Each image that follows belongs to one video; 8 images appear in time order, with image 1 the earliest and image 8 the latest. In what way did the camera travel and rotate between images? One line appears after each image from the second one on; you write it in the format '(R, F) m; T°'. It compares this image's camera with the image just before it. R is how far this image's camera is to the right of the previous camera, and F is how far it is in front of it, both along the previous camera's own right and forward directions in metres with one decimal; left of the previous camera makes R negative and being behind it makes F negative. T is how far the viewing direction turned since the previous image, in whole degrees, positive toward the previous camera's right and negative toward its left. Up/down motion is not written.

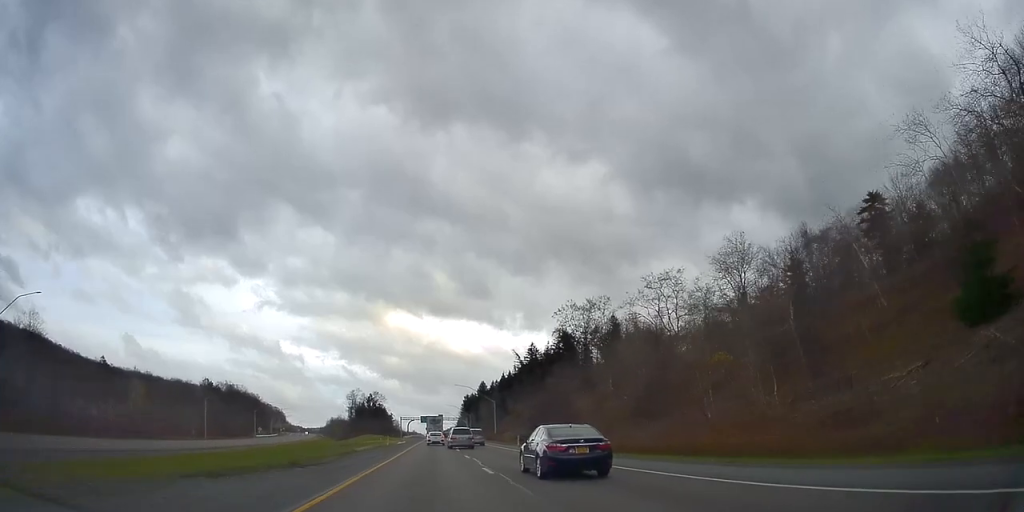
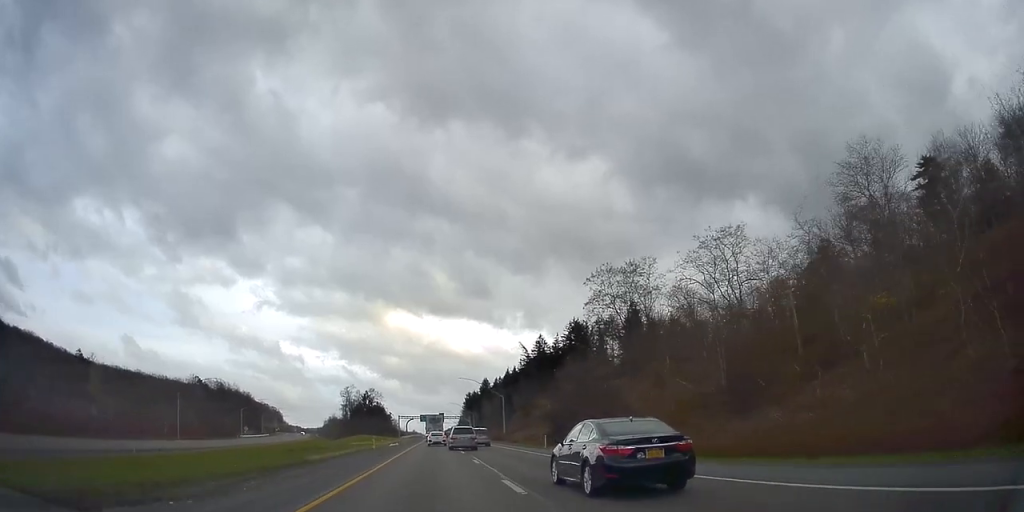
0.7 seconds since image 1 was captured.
(+0.1, +19.1) m; 0°
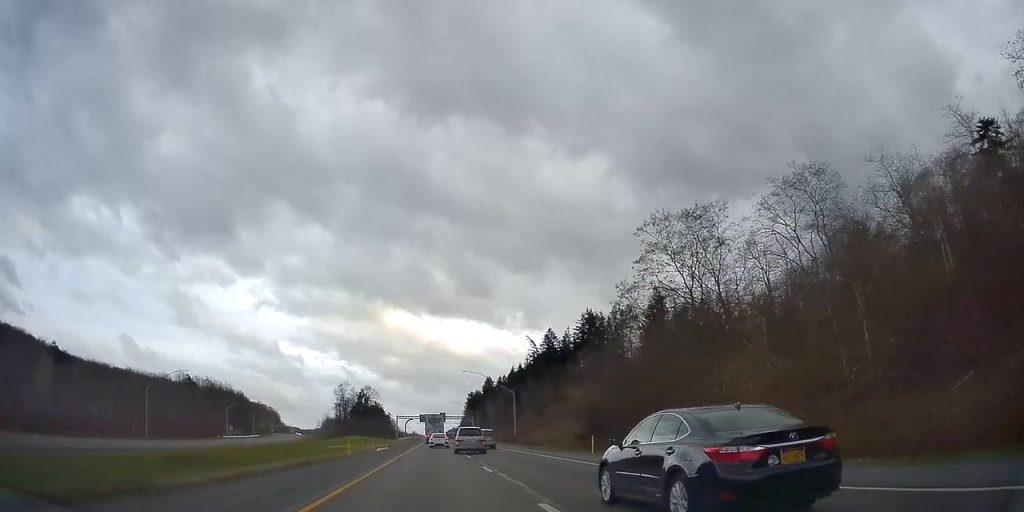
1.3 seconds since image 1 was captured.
(-0.1, +18.3) m; 0°
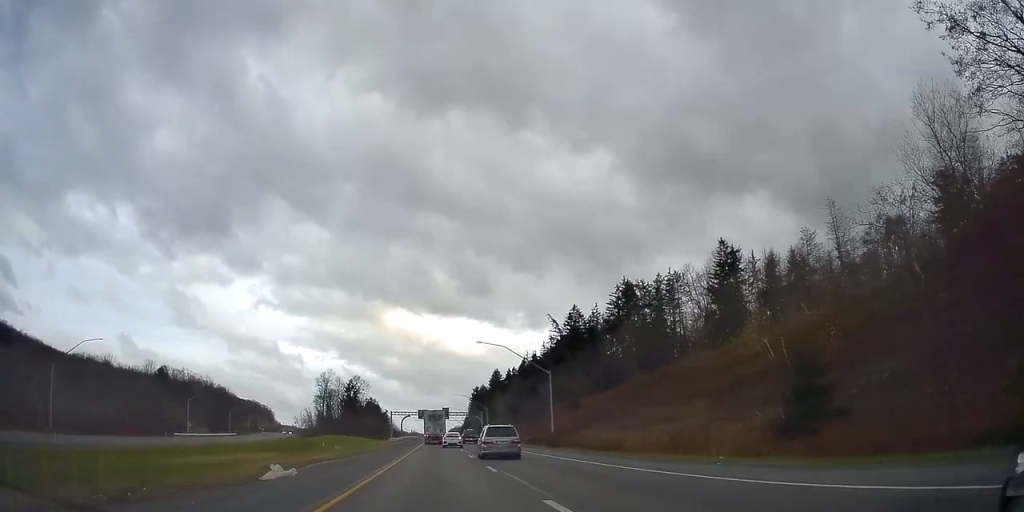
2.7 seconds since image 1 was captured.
(-0.1, +38.0) m; +1°
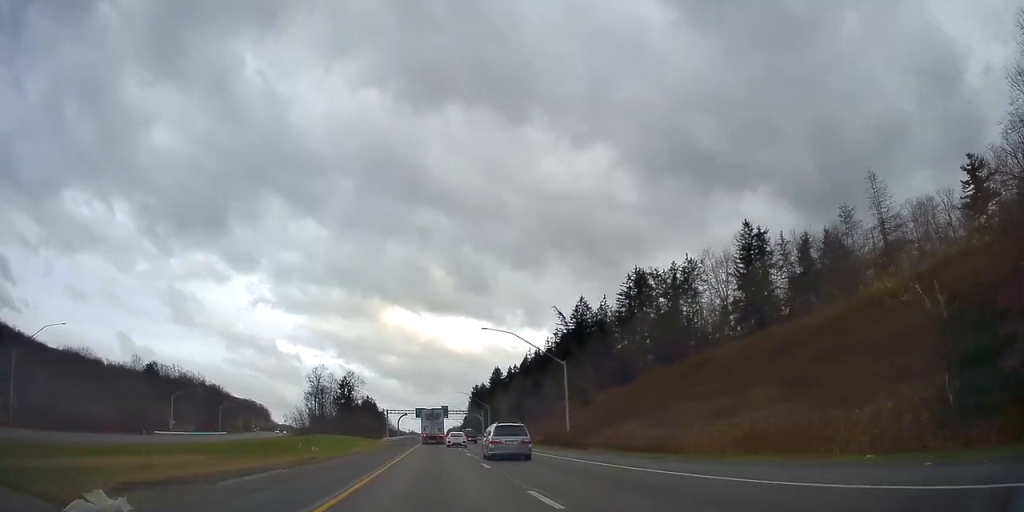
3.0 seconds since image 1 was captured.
(+0.1, +10.7) m; 0°
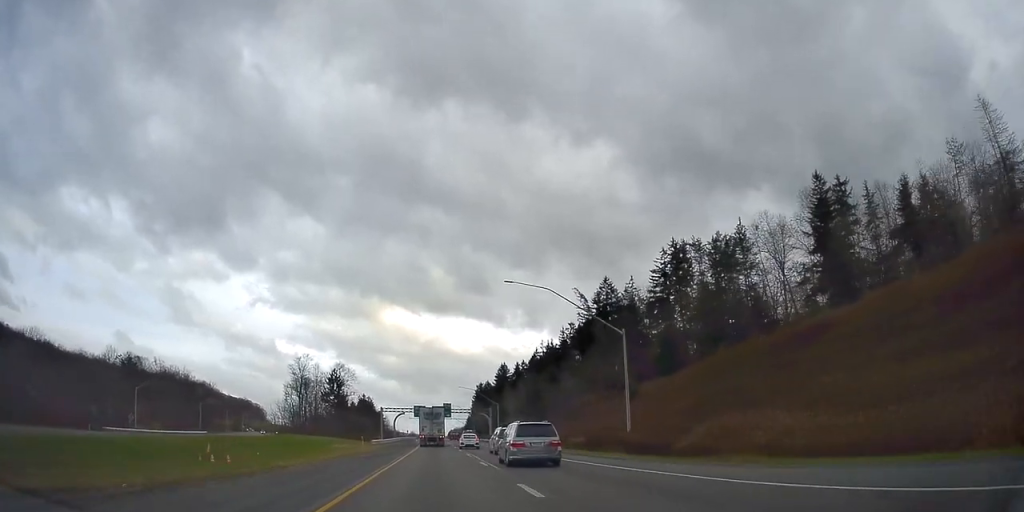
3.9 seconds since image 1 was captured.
(+0.2, +23.0) m; 0°
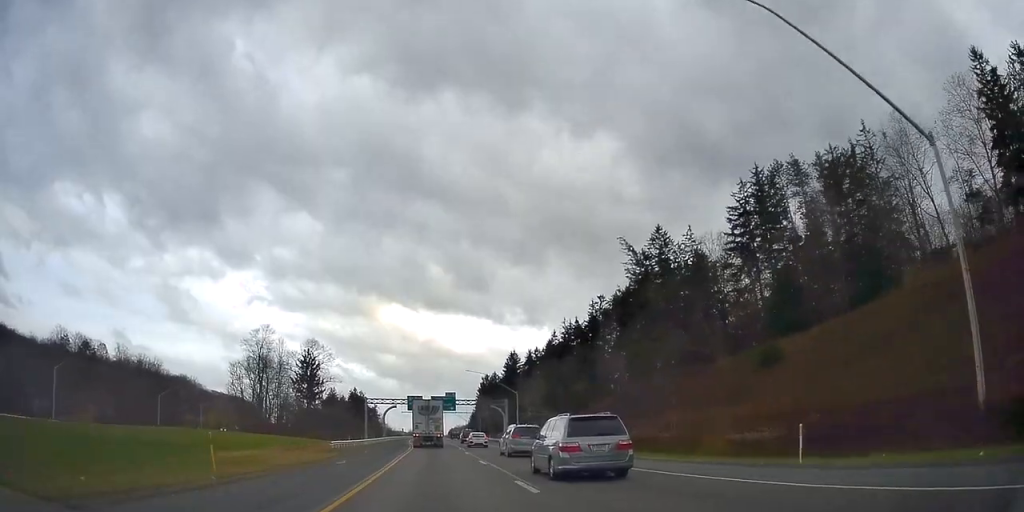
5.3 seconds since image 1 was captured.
(-0.2, +36.0) m; -1°
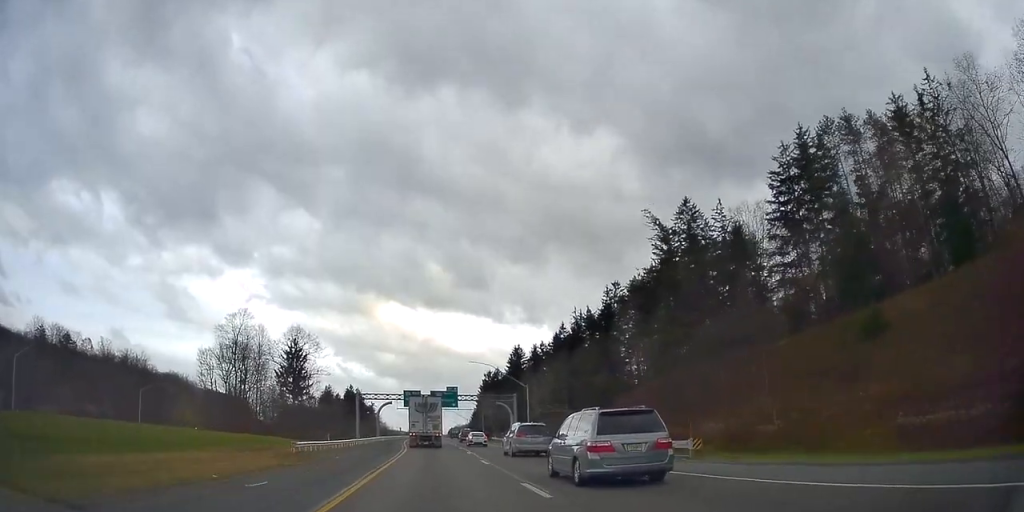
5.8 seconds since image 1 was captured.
(-0.1, +13.7) m; 0°
